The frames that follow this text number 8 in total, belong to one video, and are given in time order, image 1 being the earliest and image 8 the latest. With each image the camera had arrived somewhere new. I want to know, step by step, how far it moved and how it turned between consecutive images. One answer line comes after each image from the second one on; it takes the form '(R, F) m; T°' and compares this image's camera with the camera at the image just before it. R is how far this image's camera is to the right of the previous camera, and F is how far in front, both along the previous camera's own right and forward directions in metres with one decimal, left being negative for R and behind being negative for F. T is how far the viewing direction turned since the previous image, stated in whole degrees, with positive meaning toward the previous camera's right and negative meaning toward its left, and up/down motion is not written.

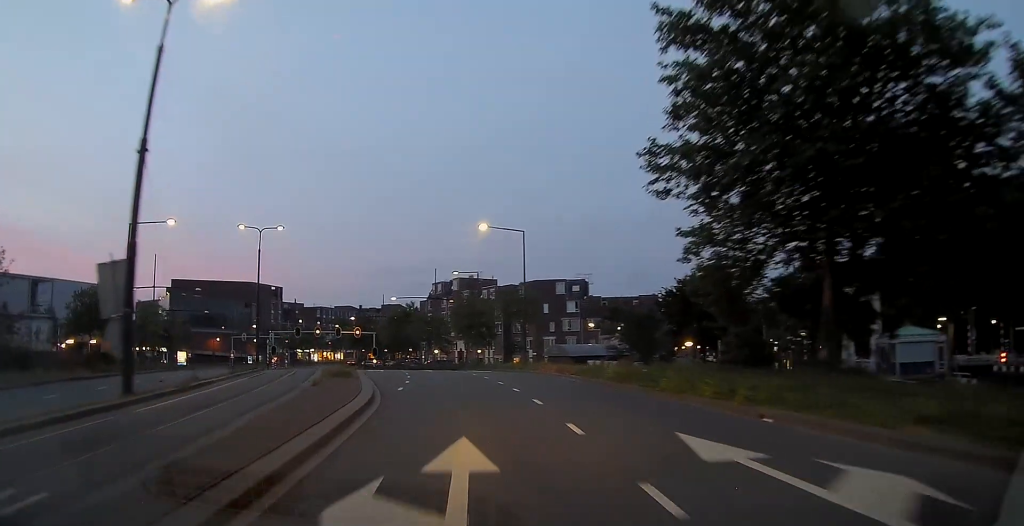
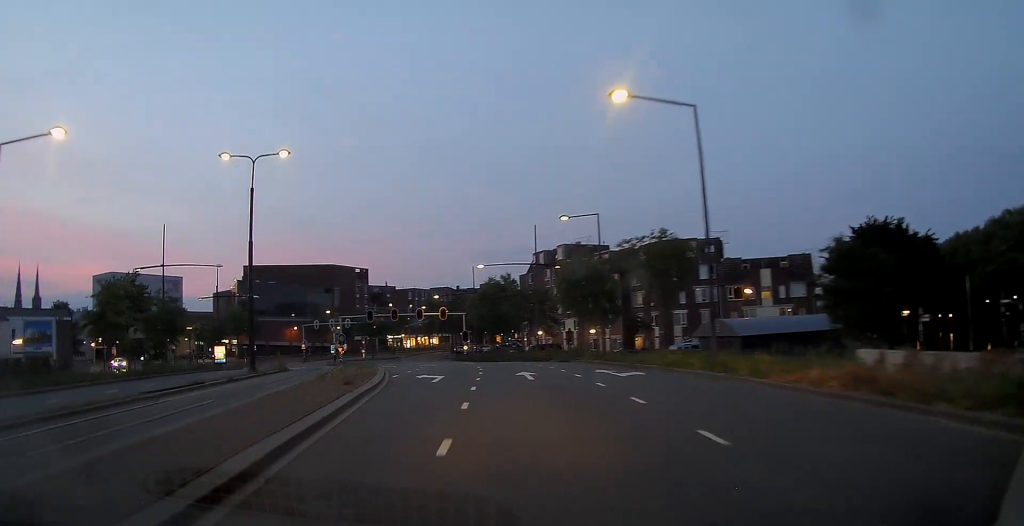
(-1.1, +18.3) m; -9°
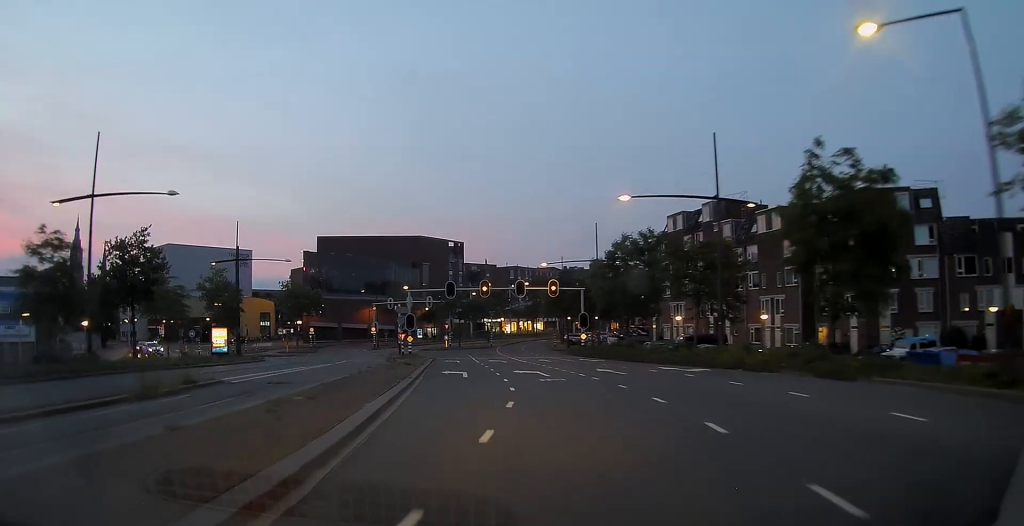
(-2.6, +23.3) m; -11°
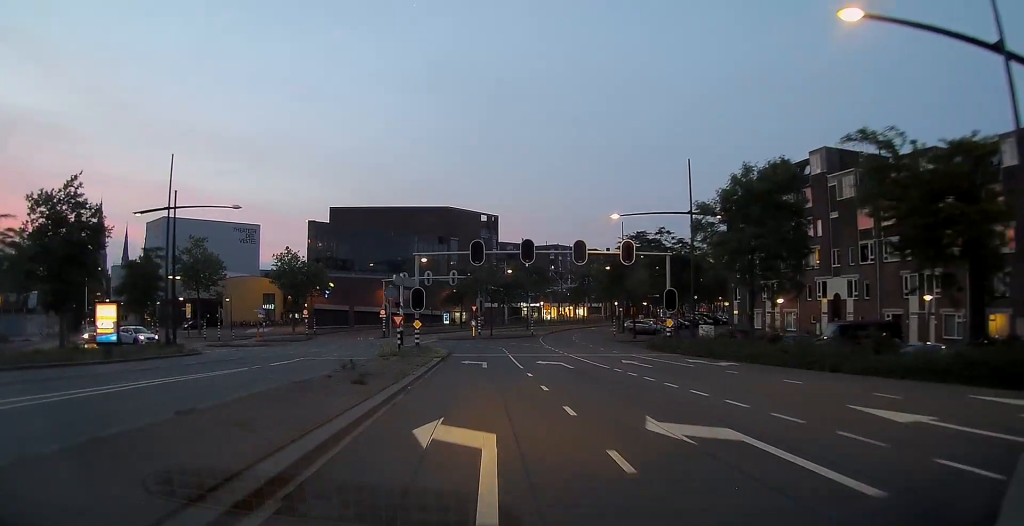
(-1.2, +18.7) m; -5°
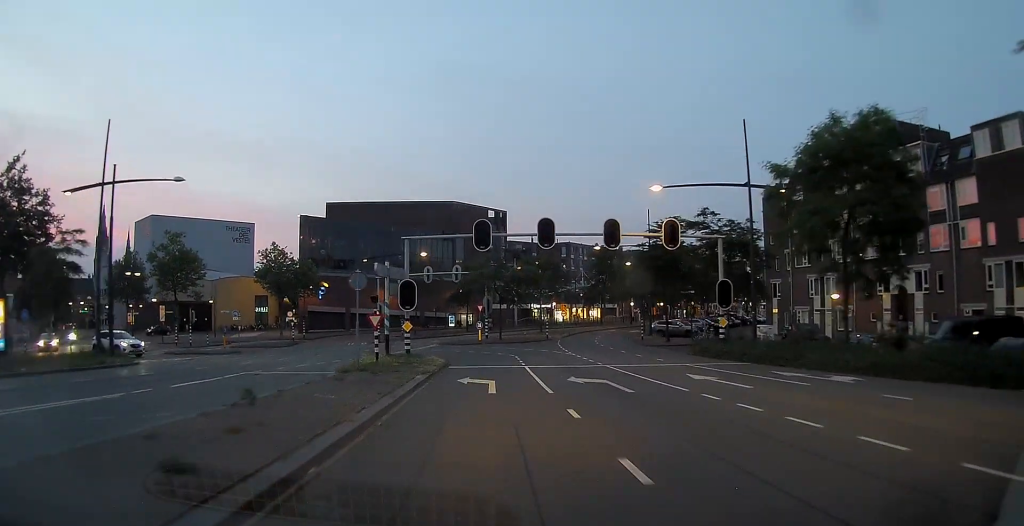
(0.0, +8.7) m; -1°
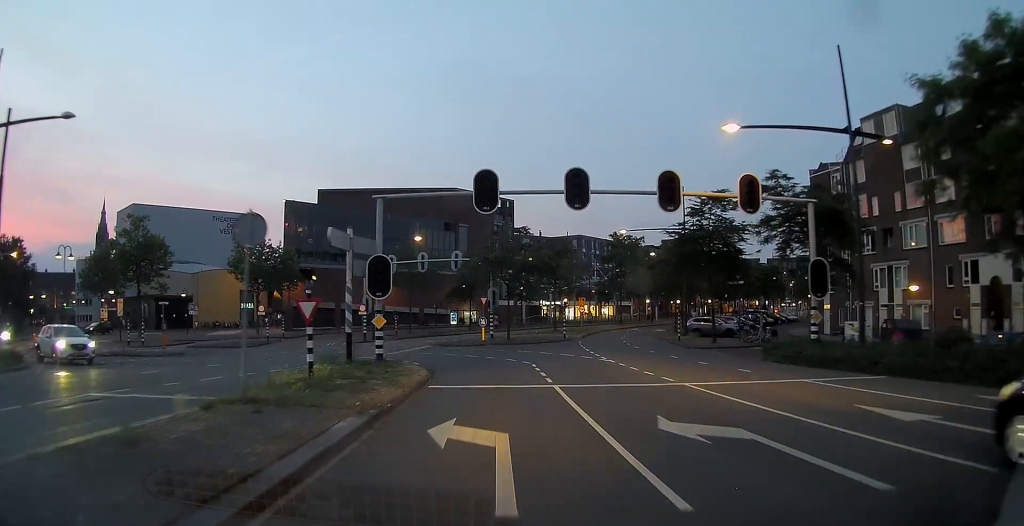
(-0.1, +9.7) m; -1°
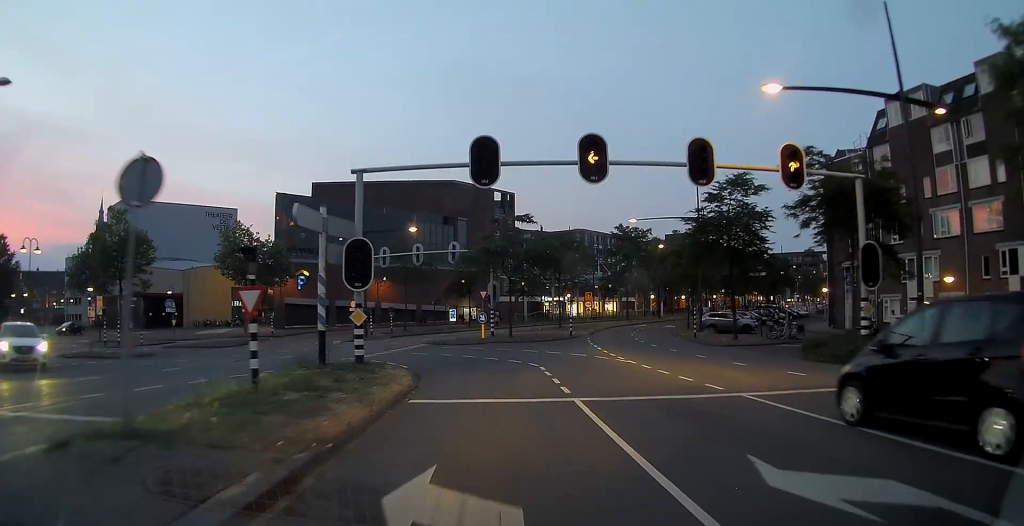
(+0.1, +3.6) m; -1°
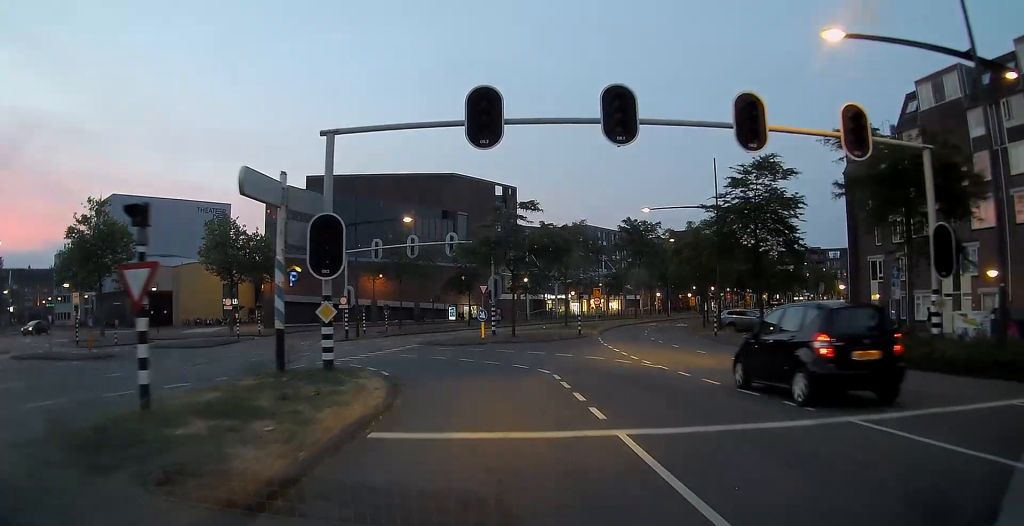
(0.0, +4.0) m; -2°
